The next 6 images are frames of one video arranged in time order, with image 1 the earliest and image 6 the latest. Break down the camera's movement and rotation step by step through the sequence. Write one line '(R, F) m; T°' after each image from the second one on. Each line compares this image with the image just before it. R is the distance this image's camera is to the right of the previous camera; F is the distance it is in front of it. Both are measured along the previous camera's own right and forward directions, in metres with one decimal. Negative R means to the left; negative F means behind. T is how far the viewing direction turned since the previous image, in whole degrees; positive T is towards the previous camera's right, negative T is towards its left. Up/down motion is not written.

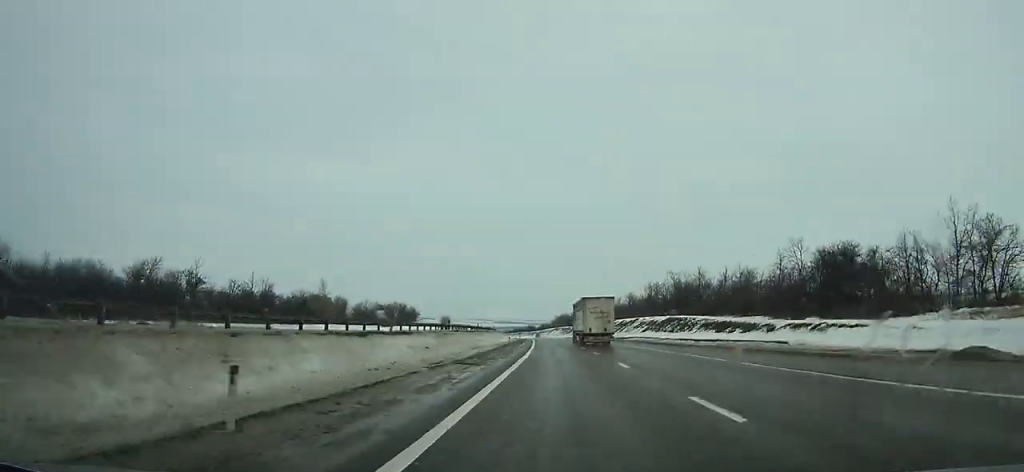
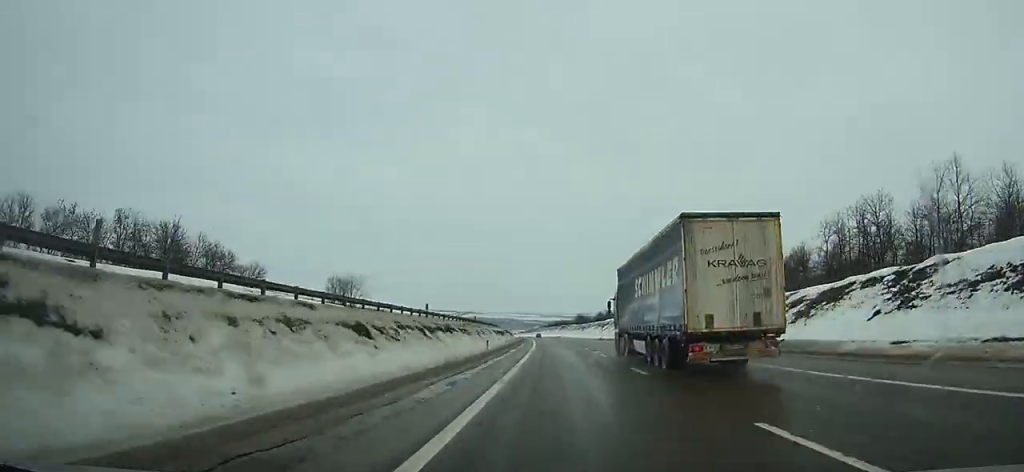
(-8.2, +177.0) m; -4°
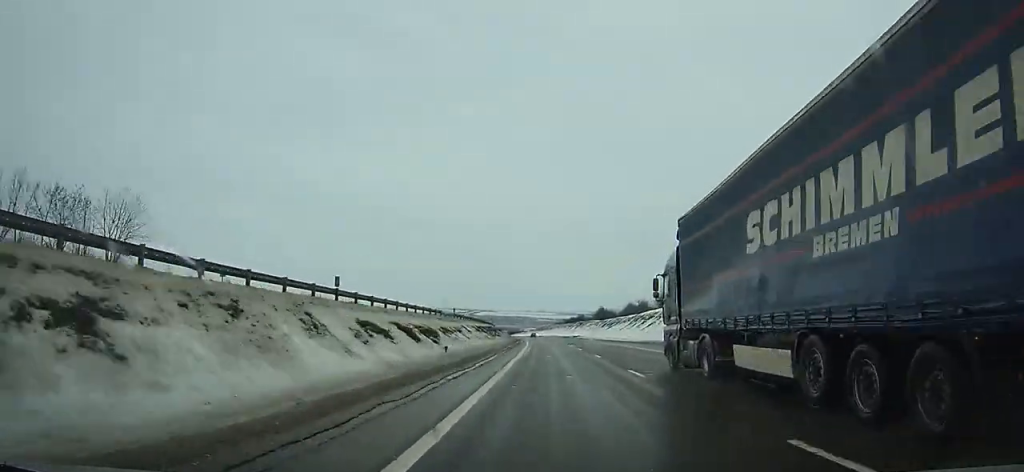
(-0.7, +63.9) m; -2°
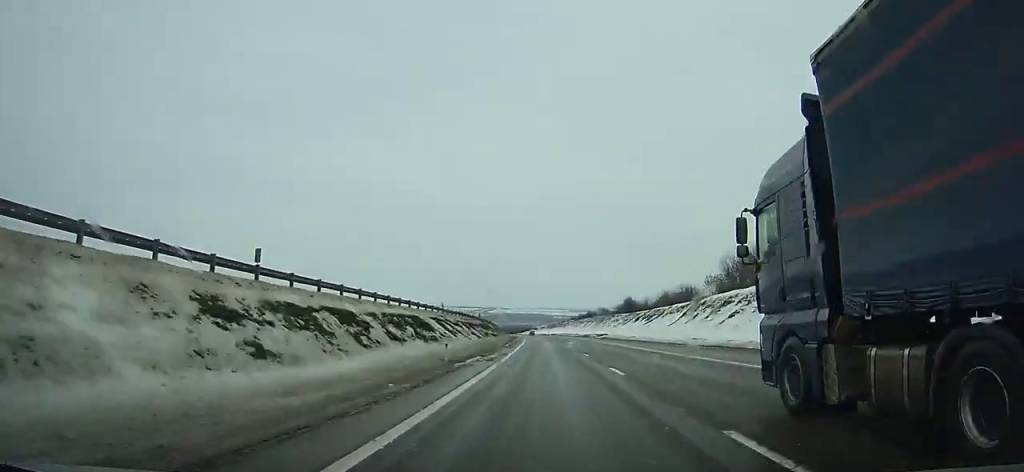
(+0.6, +48.8) m; -2°
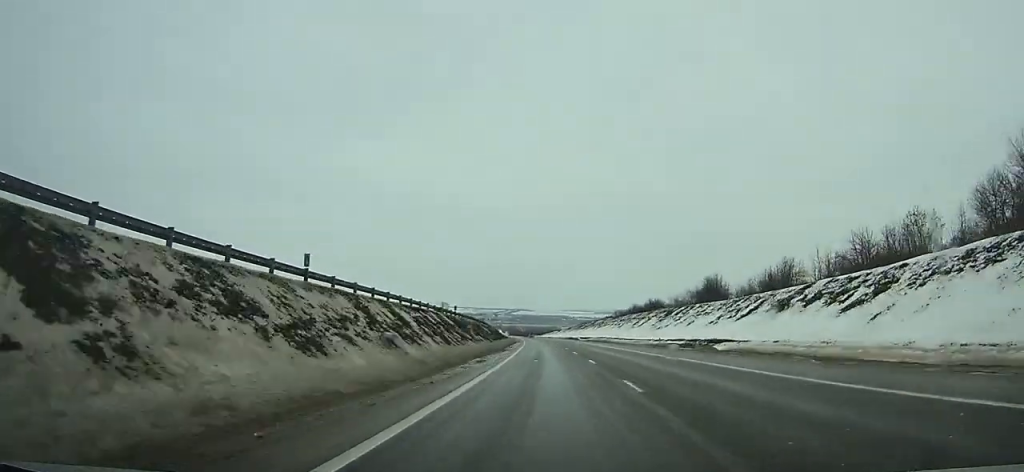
(-3.1, +73.3) m; -3°
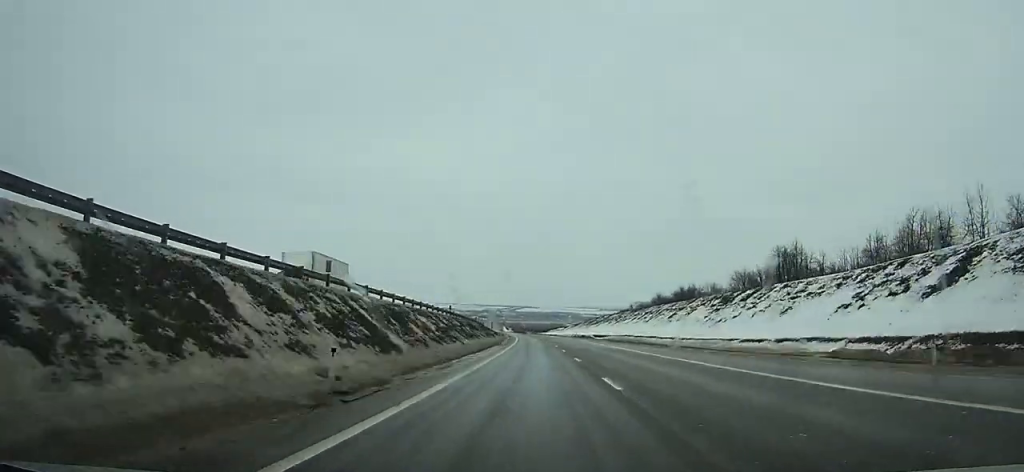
(-0.5, +34.9) m; -1°
